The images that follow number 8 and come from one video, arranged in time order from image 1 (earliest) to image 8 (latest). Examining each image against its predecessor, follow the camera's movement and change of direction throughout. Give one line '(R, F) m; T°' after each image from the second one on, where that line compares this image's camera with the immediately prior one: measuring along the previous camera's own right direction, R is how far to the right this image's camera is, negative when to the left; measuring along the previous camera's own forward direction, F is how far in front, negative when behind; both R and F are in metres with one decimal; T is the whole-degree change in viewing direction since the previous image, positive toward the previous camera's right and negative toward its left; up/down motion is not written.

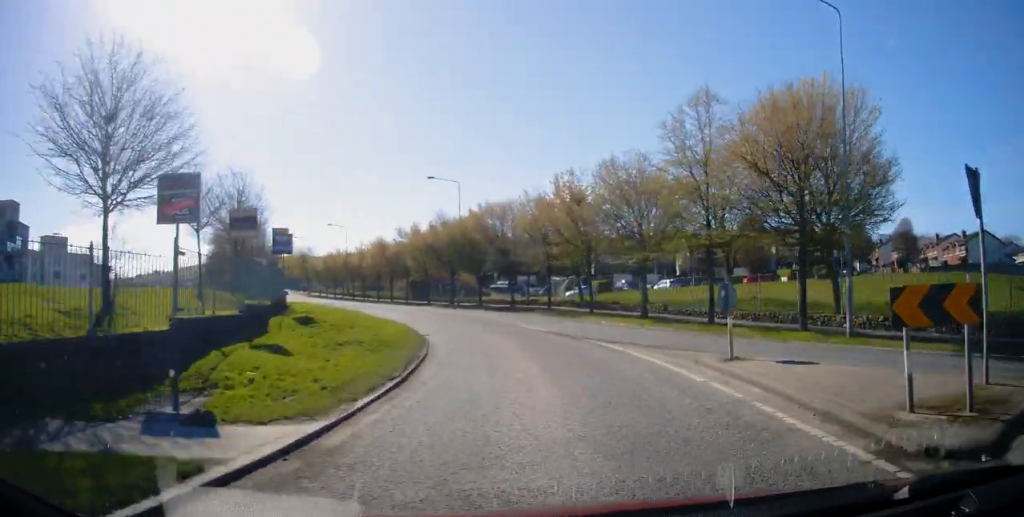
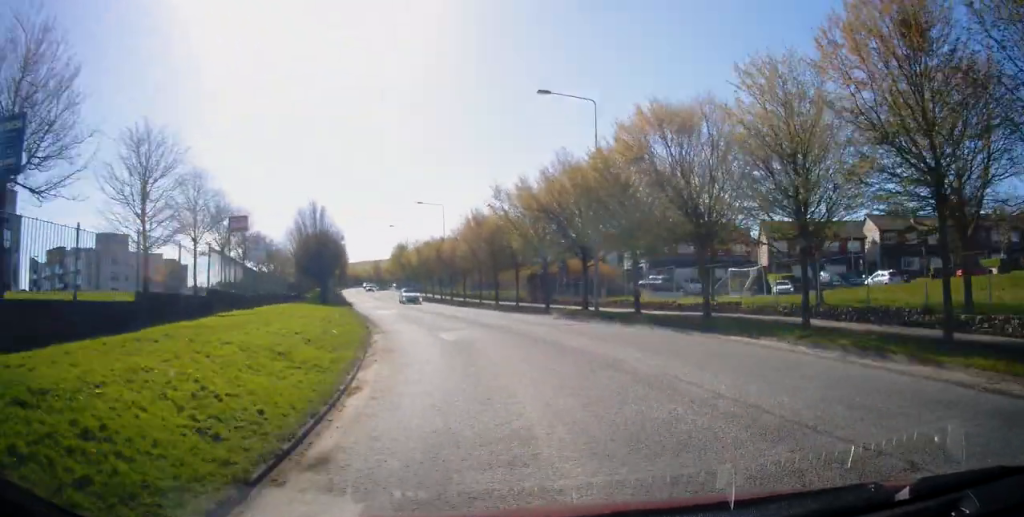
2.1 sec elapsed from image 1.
(-2.7, +19.4) m; -19°
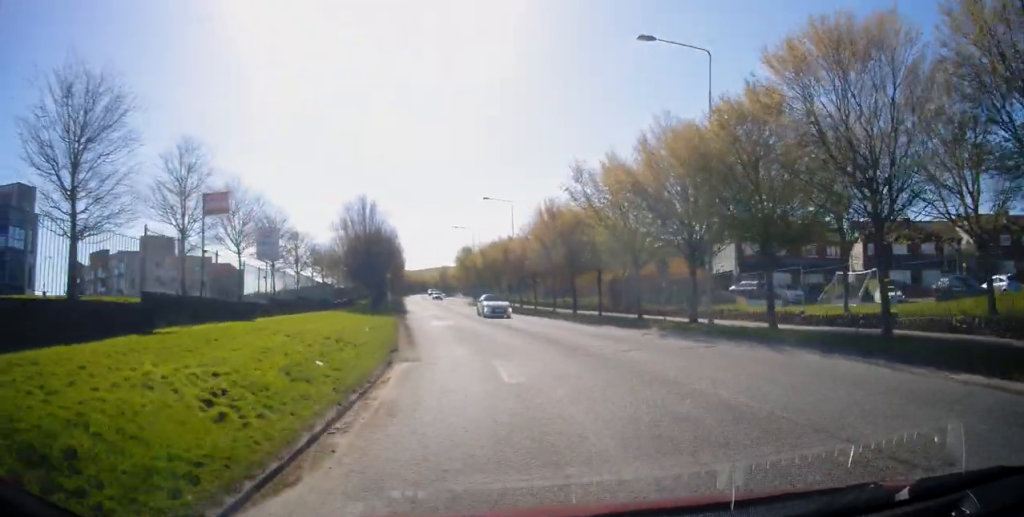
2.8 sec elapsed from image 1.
(+0.1, +6.5) m; -3°
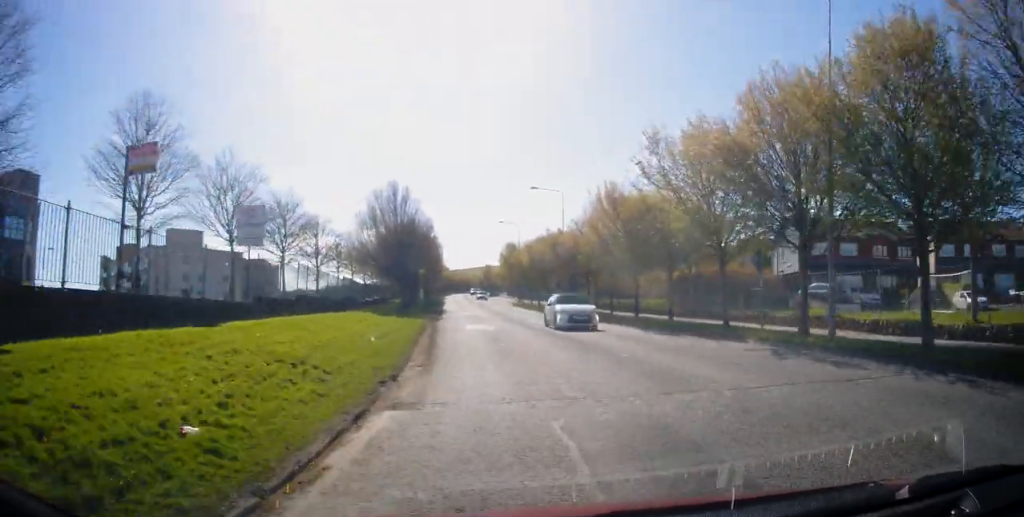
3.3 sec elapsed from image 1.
(-0.1, +5.3) m; -3°
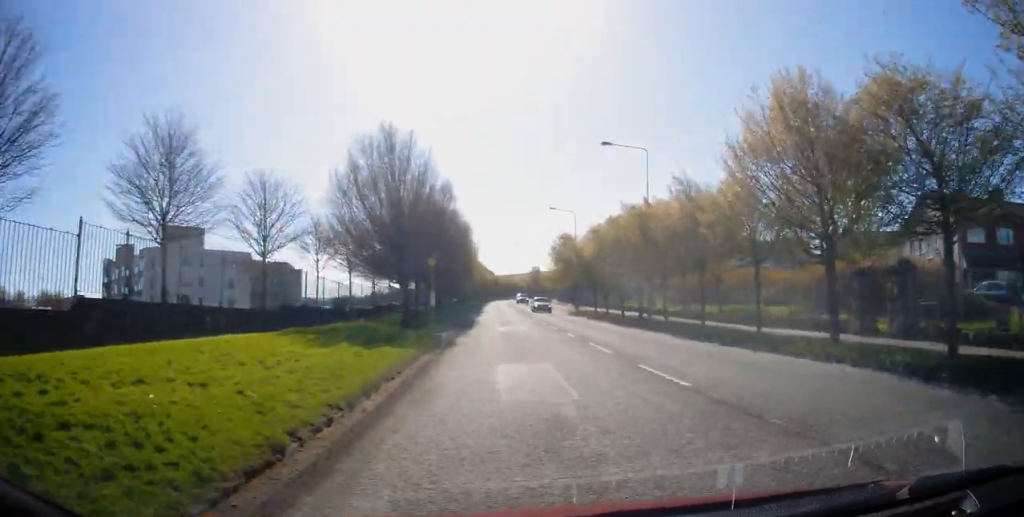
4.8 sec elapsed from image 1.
(-1.4, +15.1) m; -2°
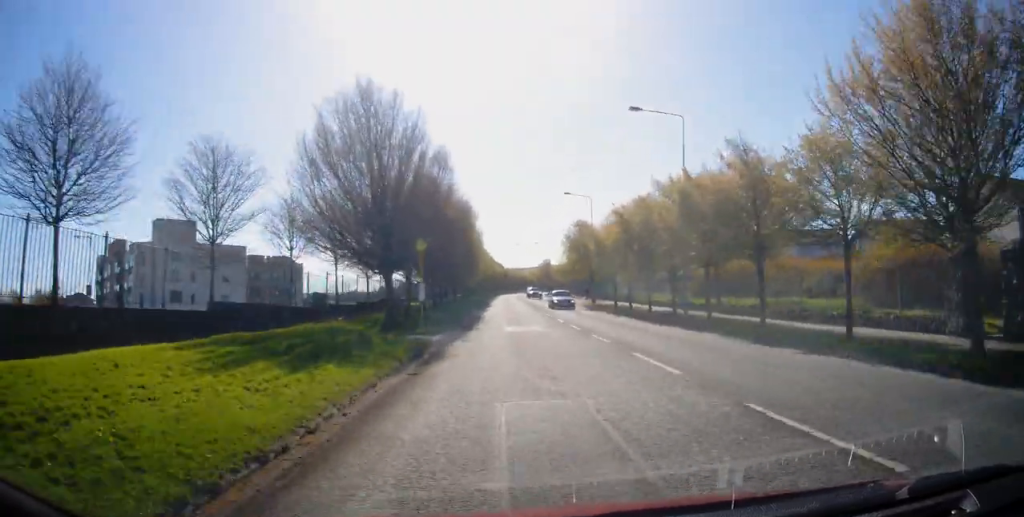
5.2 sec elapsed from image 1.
(0.0, +5.1) m; 0°
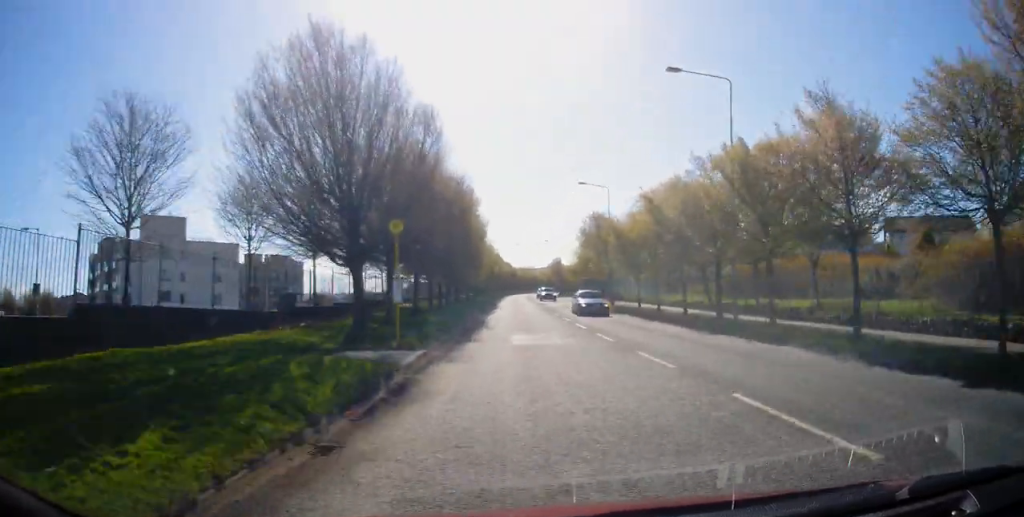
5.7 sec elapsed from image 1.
(+0.8, +5.1) m; -3°
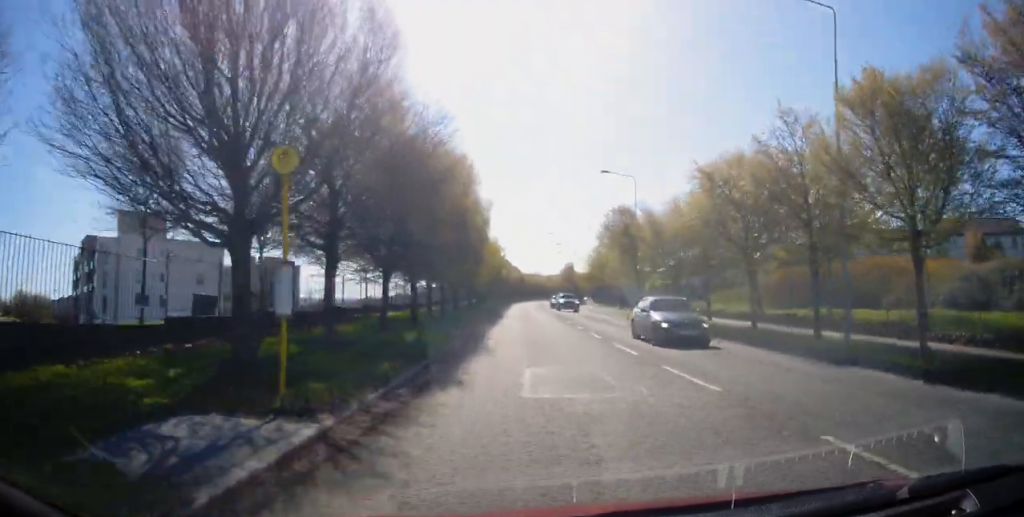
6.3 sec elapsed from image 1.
(-0.1, +7.2) m; -5°
